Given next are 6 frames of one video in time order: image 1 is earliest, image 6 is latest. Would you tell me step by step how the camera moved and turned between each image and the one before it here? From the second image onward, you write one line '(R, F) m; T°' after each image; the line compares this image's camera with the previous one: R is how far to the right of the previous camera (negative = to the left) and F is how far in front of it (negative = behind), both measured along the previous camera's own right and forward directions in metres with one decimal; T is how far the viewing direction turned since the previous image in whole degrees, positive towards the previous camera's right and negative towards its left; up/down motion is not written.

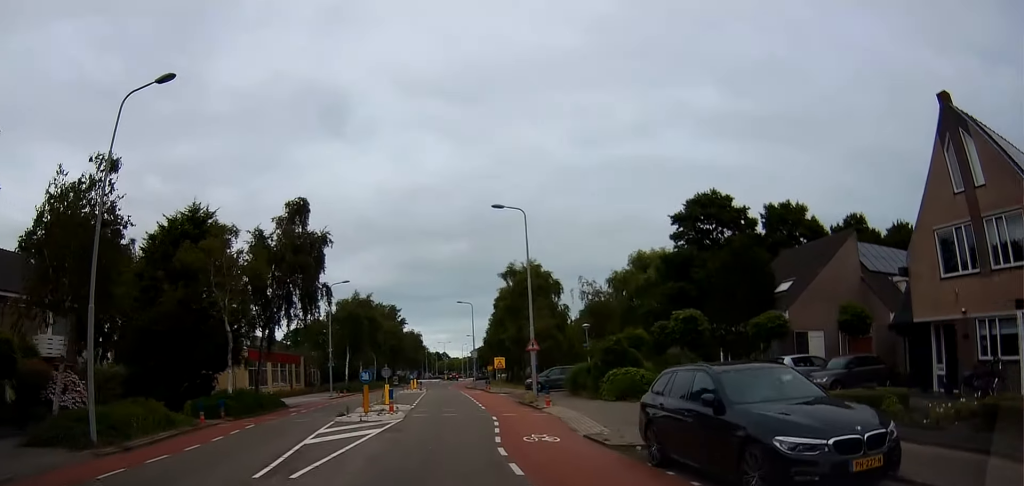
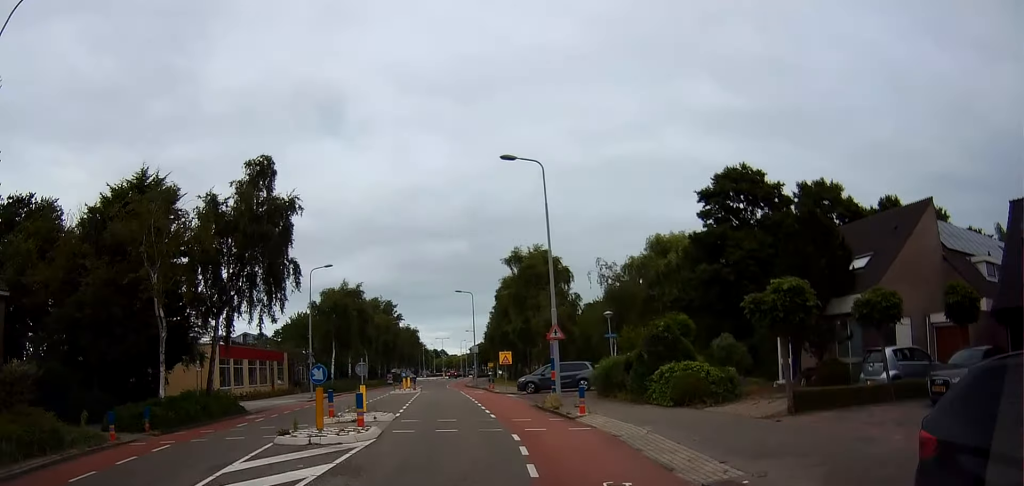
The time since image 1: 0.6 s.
(+0.1, +6.5) m; 0°
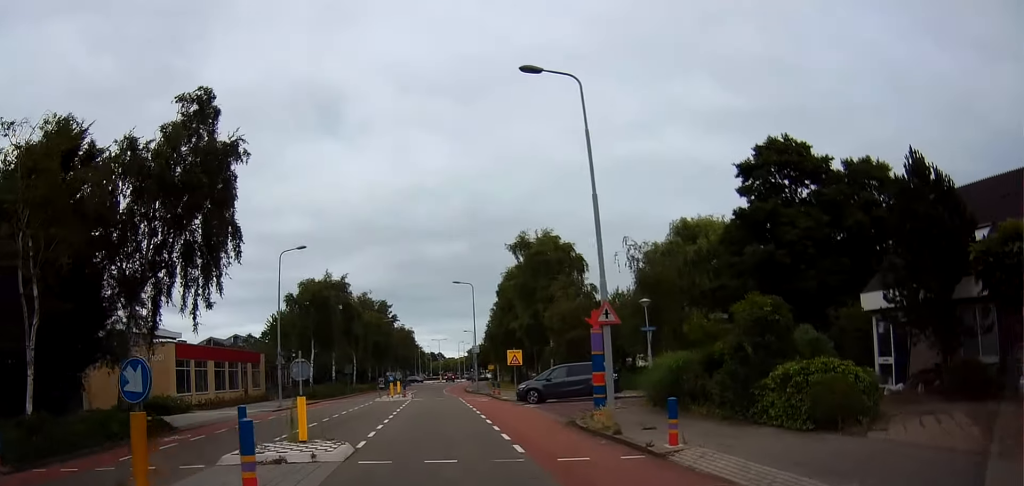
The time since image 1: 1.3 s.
(0.0, +7.5) m; -1°
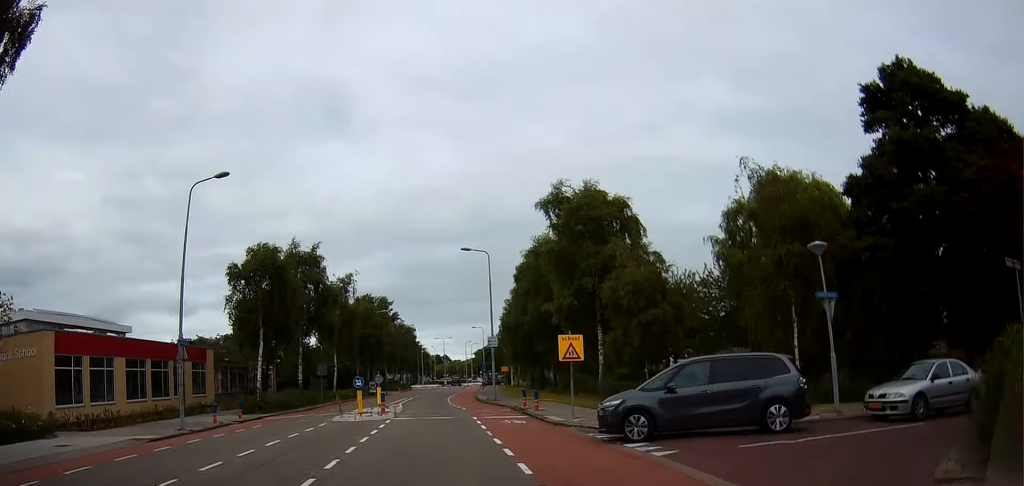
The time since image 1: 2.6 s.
(-0.2, +14.3) m; -1°
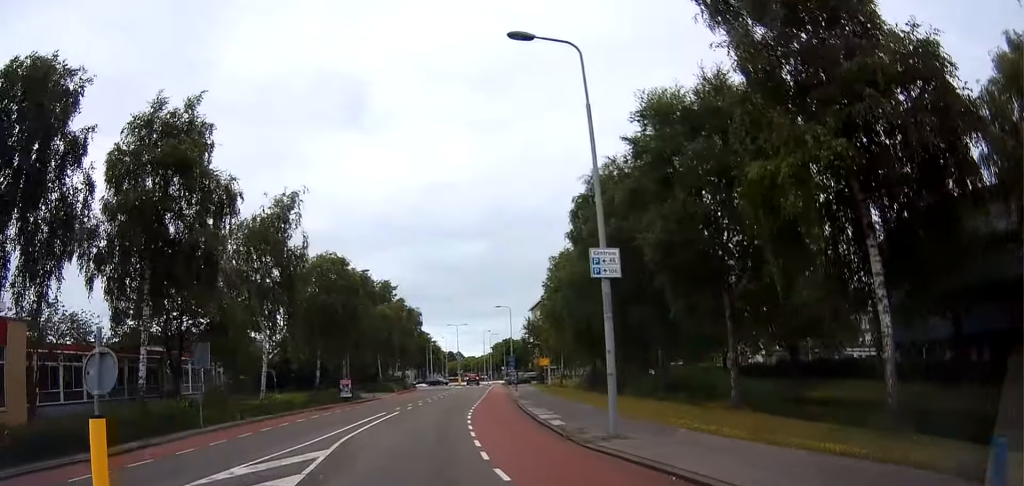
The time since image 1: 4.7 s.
(-0.1, +22.2) m; -1°
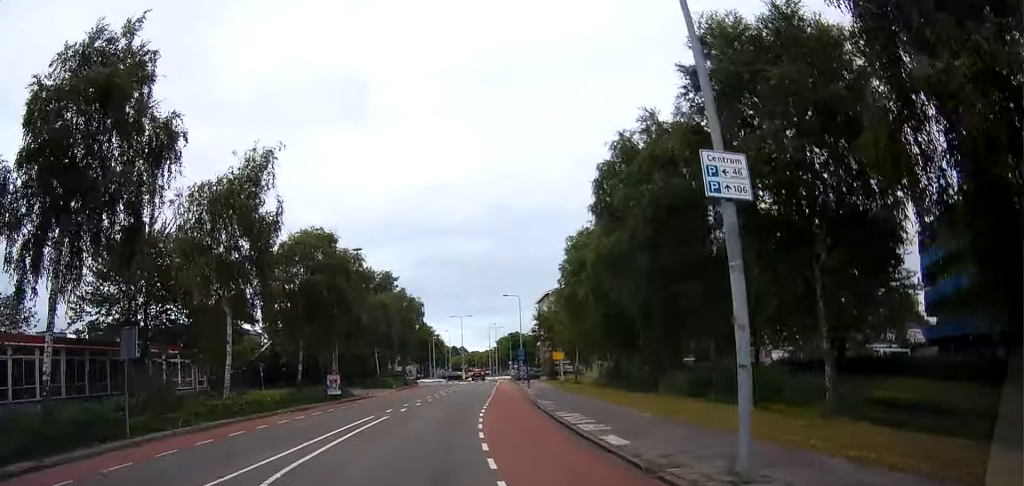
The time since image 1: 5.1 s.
(0.0, +5.2) m; -1°
